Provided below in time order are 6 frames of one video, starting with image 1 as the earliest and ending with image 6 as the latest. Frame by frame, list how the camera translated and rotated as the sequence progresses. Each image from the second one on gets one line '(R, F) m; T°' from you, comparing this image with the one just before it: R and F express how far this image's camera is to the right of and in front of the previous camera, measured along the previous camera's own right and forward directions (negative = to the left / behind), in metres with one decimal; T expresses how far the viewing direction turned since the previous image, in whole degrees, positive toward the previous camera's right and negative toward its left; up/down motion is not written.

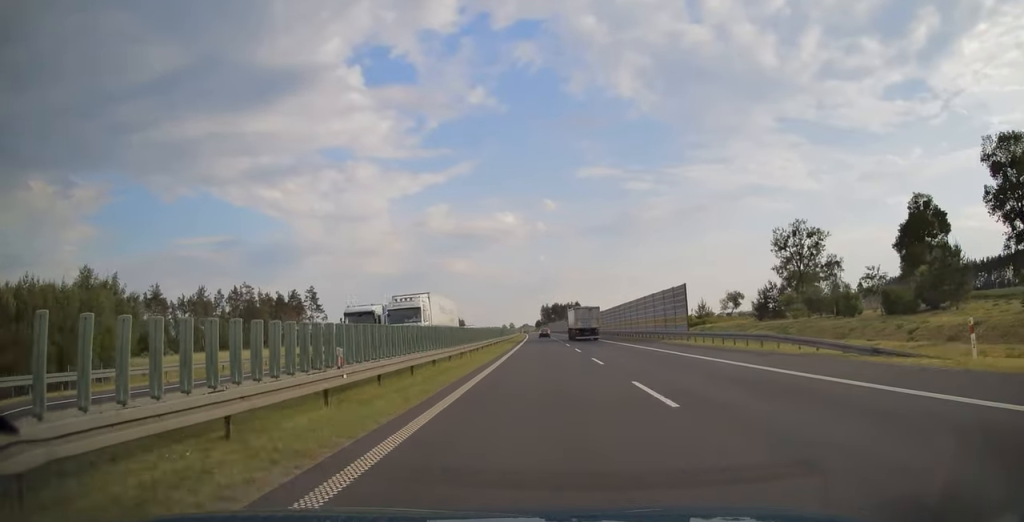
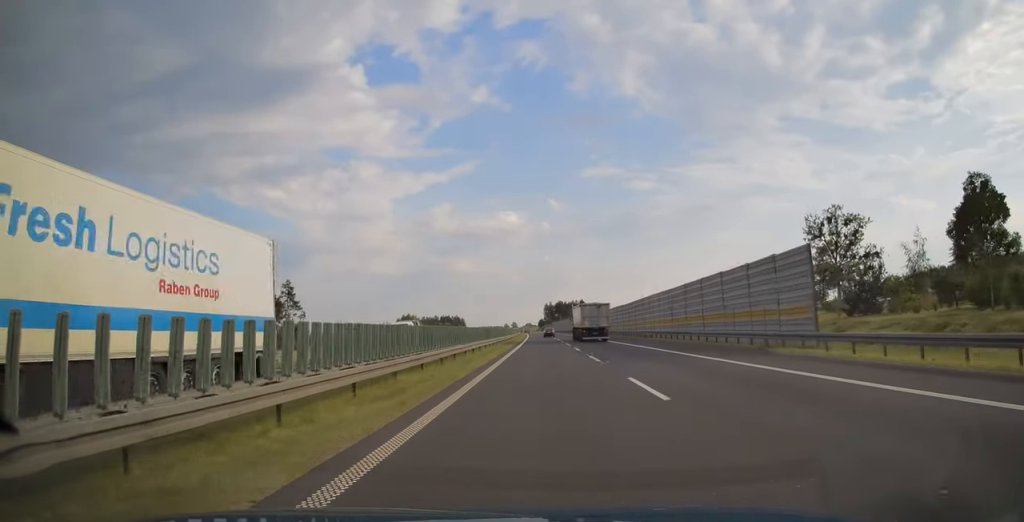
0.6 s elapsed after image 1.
(0.0, +22.4) m; 0°
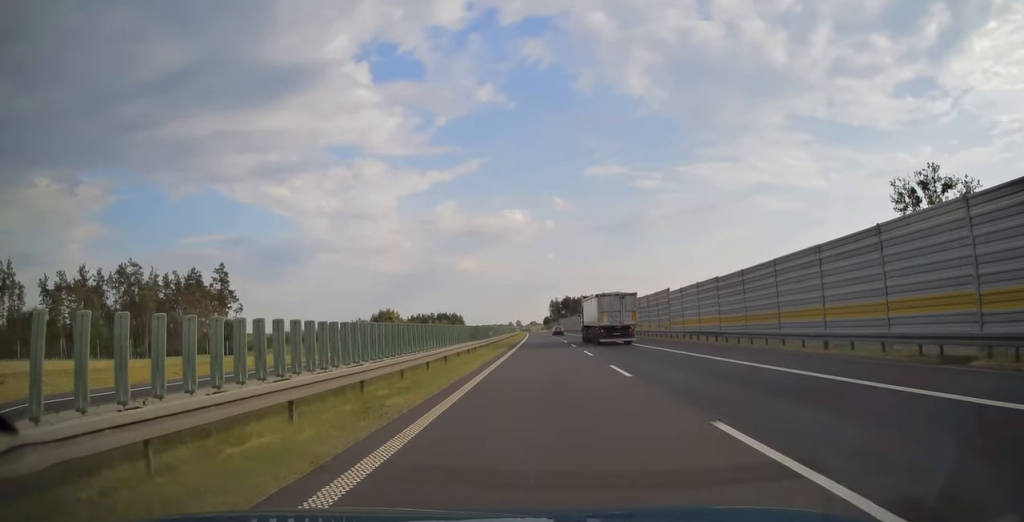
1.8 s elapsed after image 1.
(-0.1, +43.6) m; 0°
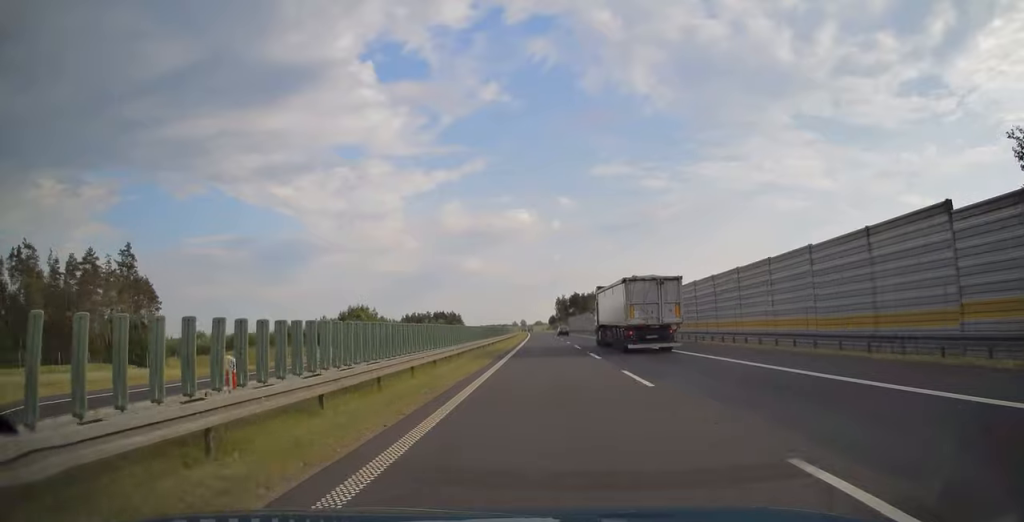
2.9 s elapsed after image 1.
(-0.2, +38.8) m; -1°
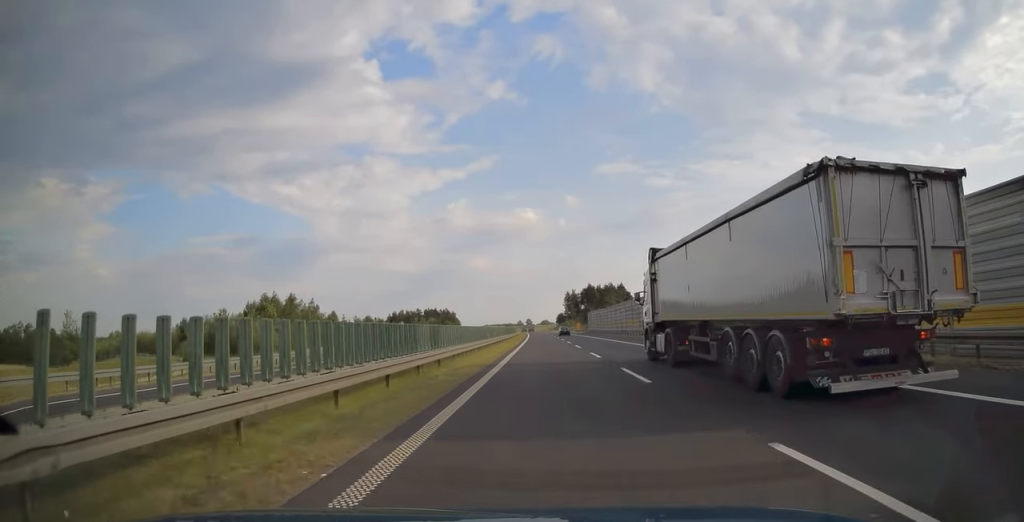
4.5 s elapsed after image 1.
(-0.5, +59.4) m; -1°
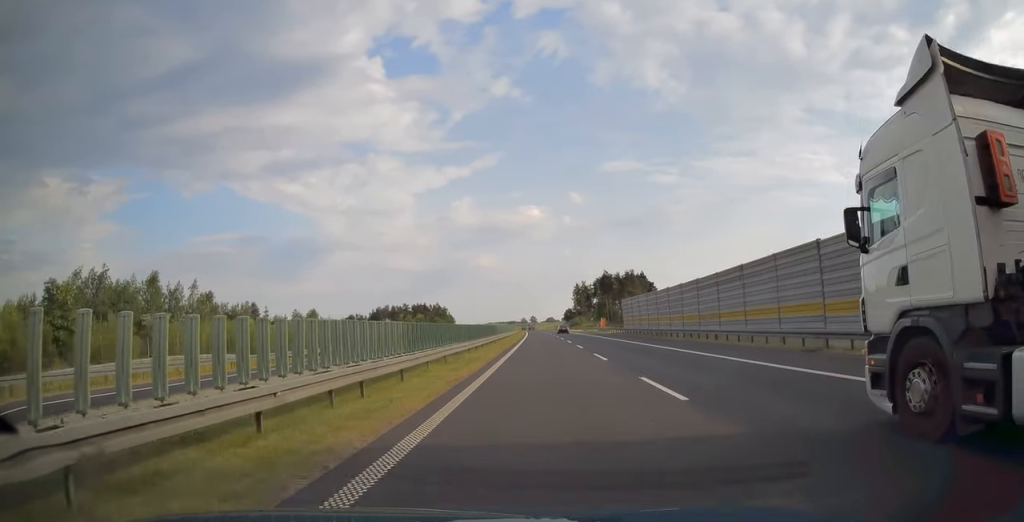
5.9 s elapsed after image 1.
(-0.2, +51.9) m; 0°
